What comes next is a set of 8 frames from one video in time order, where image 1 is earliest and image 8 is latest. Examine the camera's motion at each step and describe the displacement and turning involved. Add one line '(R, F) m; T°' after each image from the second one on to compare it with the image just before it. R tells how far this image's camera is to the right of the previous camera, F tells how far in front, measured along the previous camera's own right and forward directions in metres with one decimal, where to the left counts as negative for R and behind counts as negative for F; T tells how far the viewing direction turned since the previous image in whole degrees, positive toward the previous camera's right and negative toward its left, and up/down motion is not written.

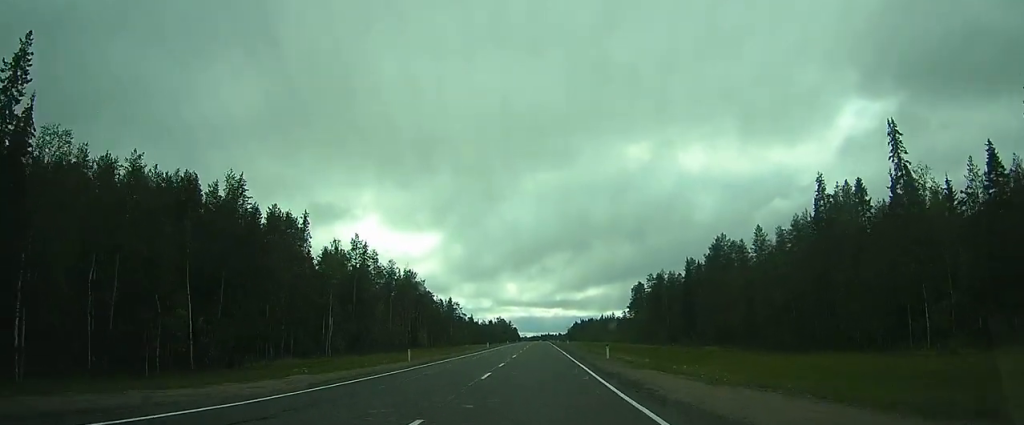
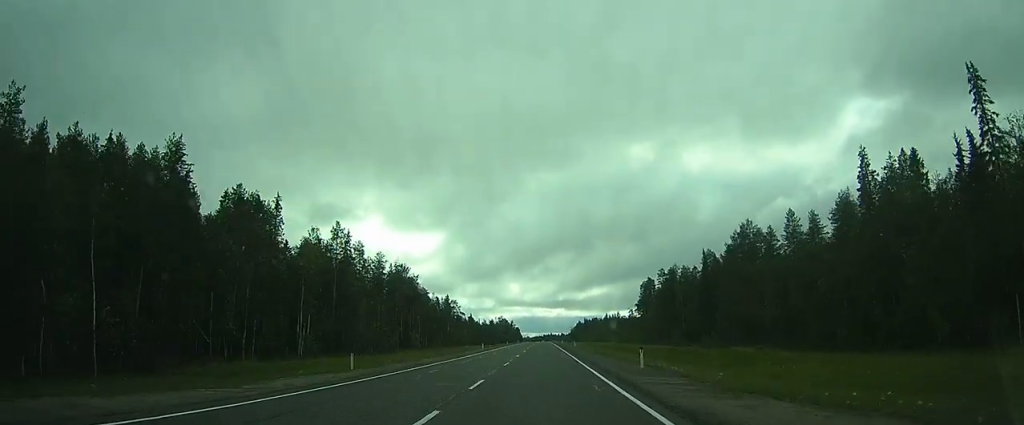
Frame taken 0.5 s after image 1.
(-0.1, +10.7) m; 0°
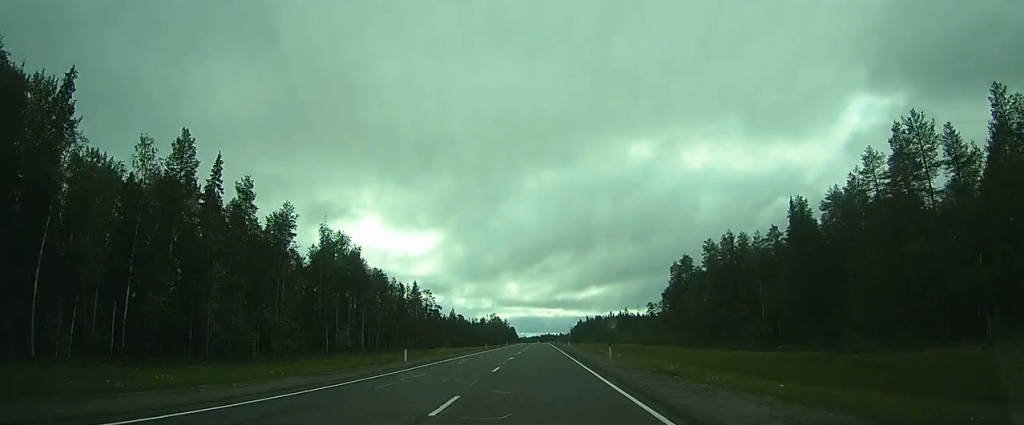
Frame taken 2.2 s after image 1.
(+0.3, +40.2) m; +1°
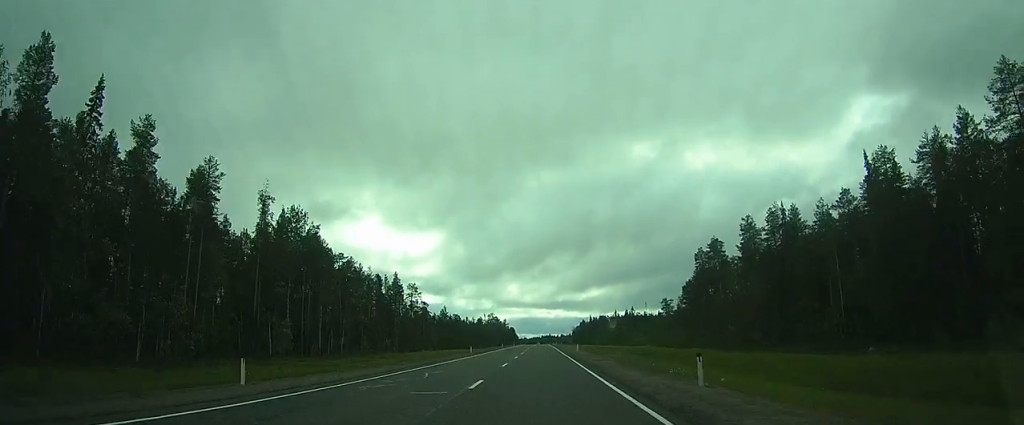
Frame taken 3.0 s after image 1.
(0.0, +18.6) m; 0°
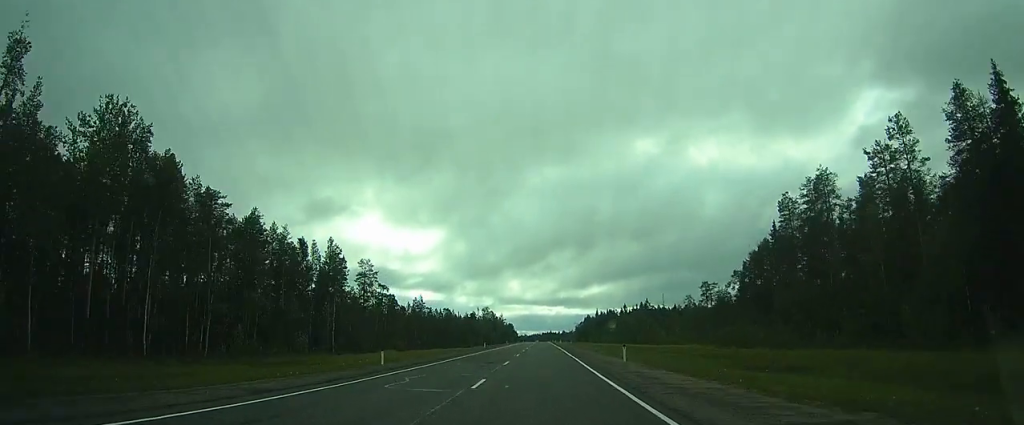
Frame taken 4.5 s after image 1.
(0.0, +35.8) m; +1°
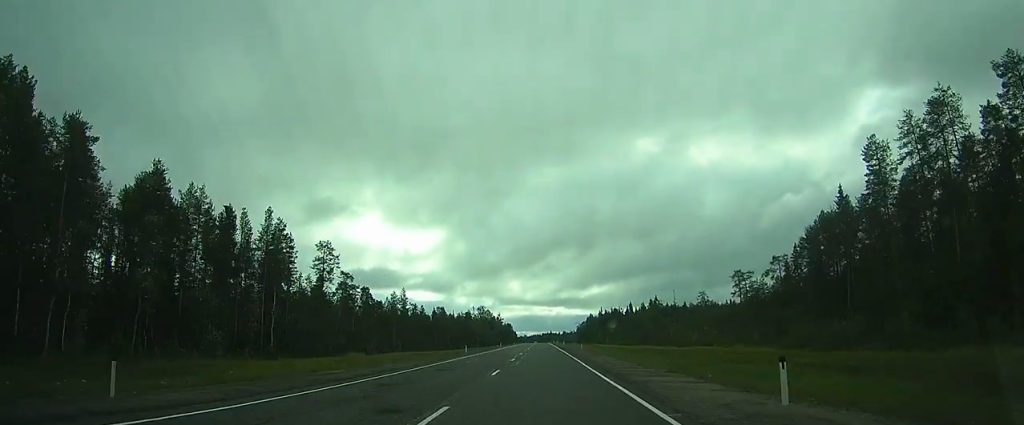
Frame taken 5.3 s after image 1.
(+0.3, +18.9) m; +1°
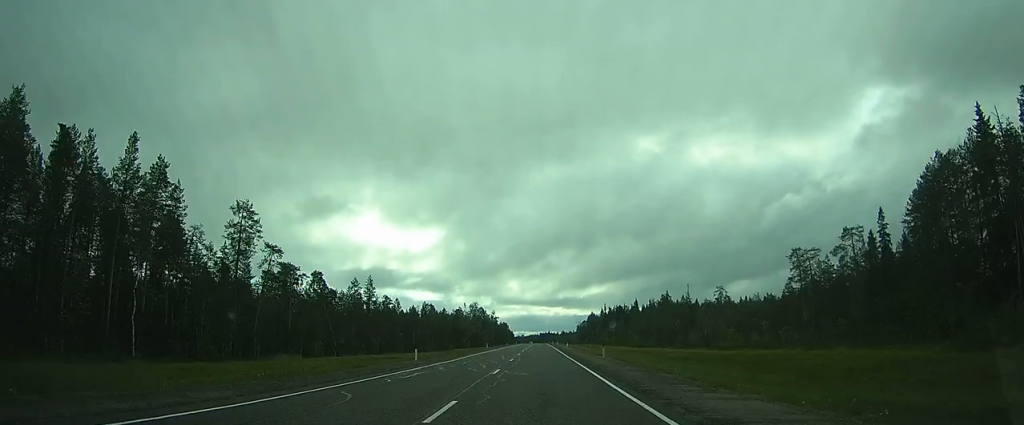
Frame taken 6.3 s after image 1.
(+0.1, +22.9) m; 0°
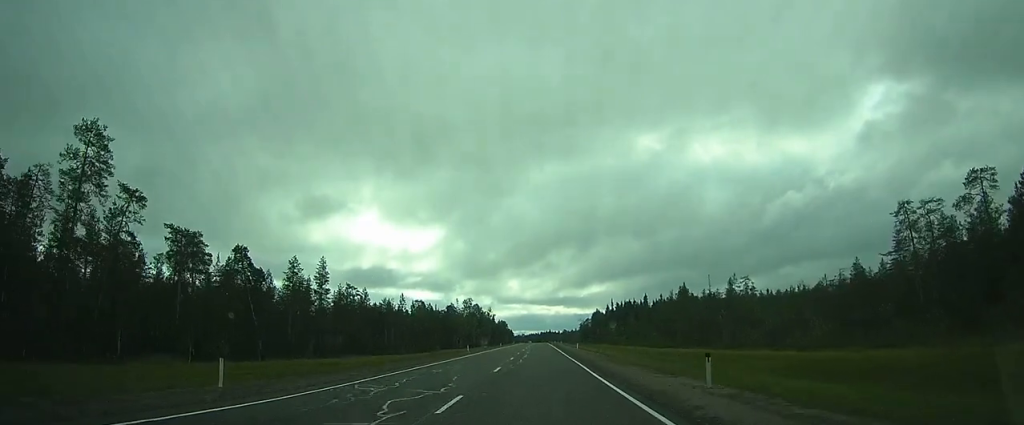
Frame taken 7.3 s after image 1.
(-0.1, +23.0) m; 0°
